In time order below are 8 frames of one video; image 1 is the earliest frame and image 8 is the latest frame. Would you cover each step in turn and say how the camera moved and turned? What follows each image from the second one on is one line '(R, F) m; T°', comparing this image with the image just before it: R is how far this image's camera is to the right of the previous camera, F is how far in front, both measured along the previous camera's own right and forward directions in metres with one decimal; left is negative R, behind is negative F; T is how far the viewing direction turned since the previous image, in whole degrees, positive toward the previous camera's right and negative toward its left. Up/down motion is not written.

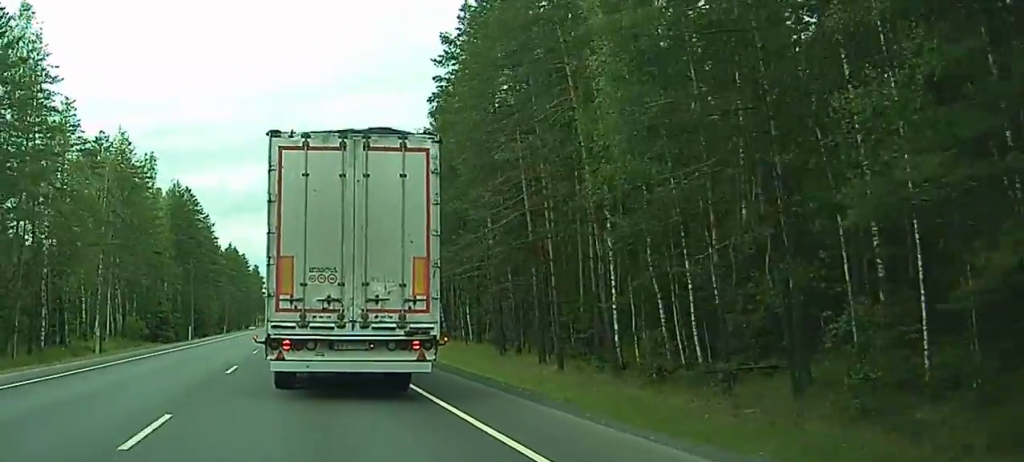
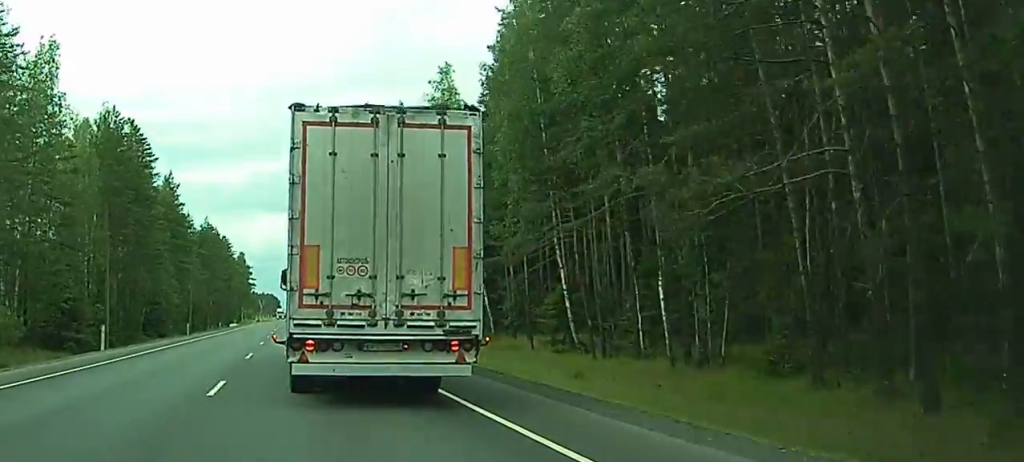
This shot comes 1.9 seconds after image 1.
(-1.2, +42.4) m; -1°
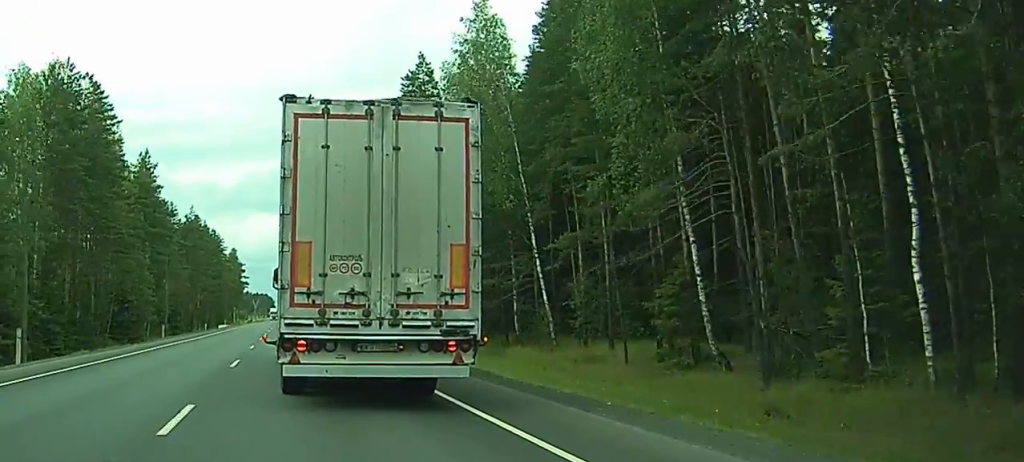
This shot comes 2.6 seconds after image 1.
(+0.5, +16.5) m; +1°
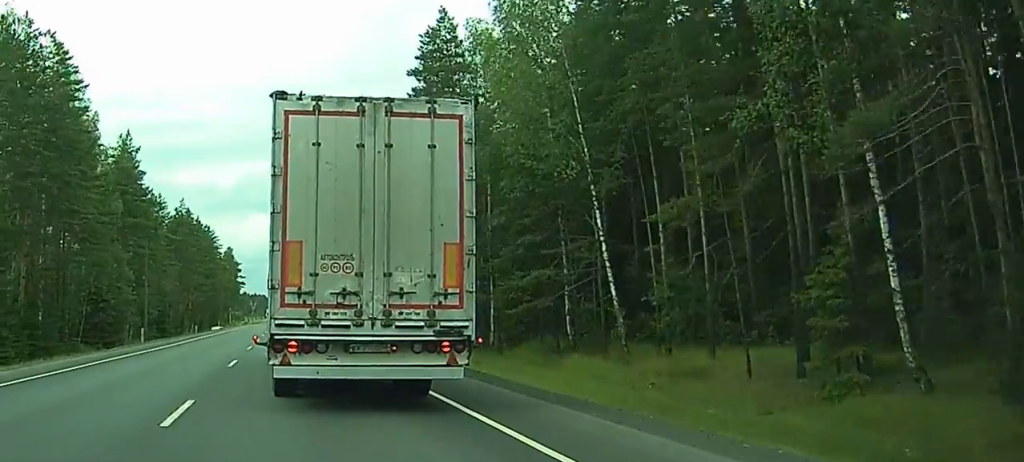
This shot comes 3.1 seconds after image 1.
(+0.2, +11.2) m; +1°
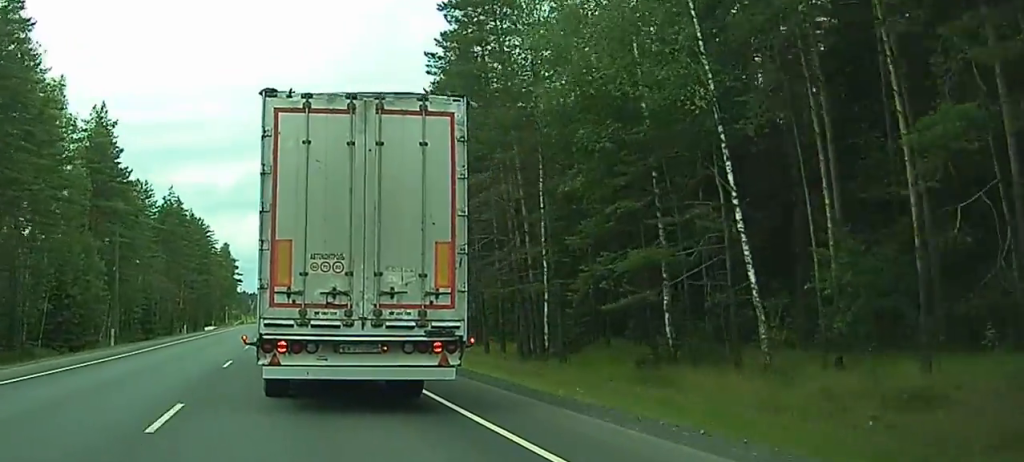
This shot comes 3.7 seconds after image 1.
(-0.1, +12.6) m; -1°
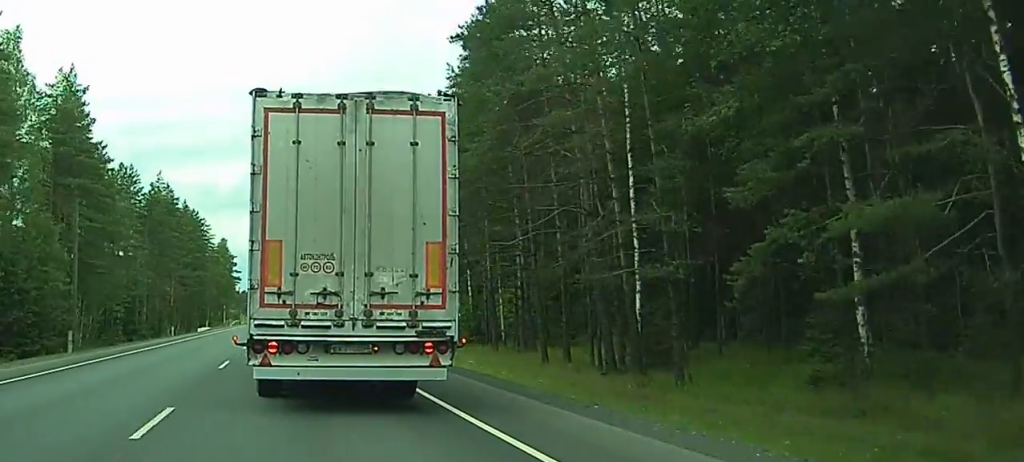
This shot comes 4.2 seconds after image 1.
(-0.1, +12.6) m; 0°
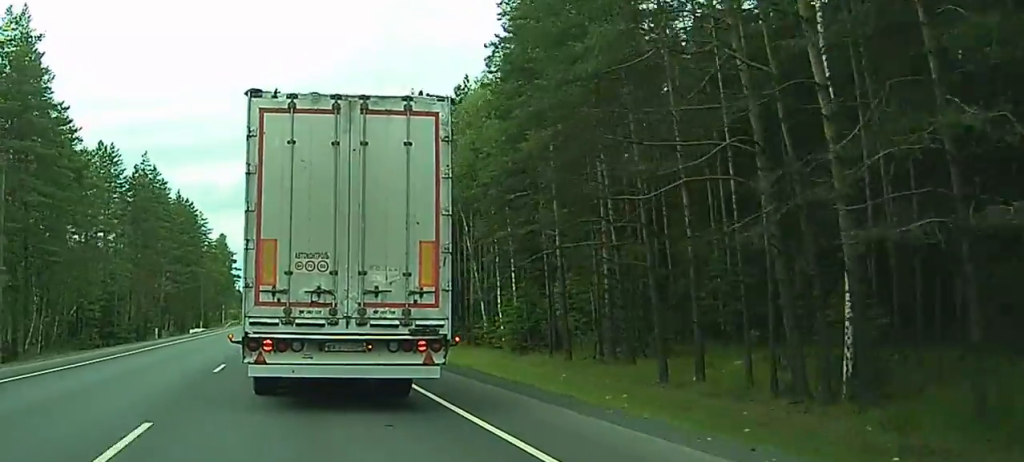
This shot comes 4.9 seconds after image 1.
(-0.2, +14.0) m; 0°
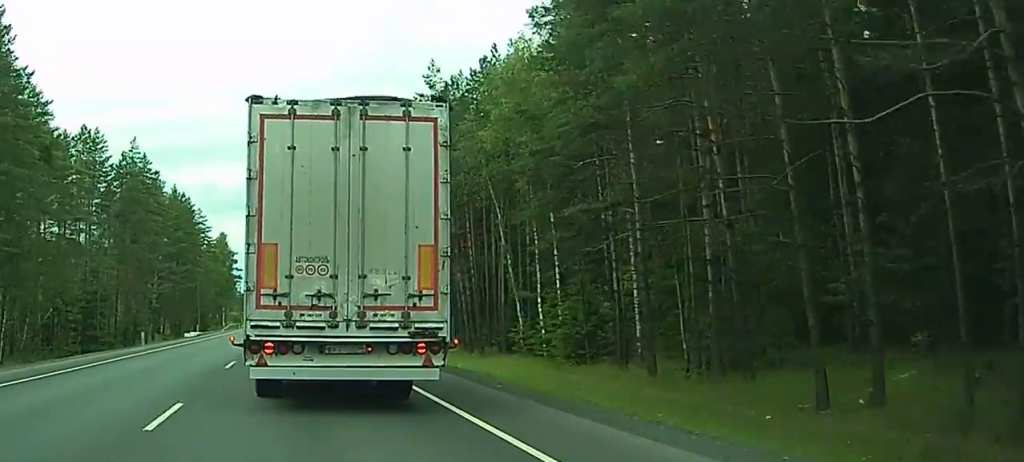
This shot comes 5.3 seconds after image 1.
(0.0, +9.5) m; 0°
